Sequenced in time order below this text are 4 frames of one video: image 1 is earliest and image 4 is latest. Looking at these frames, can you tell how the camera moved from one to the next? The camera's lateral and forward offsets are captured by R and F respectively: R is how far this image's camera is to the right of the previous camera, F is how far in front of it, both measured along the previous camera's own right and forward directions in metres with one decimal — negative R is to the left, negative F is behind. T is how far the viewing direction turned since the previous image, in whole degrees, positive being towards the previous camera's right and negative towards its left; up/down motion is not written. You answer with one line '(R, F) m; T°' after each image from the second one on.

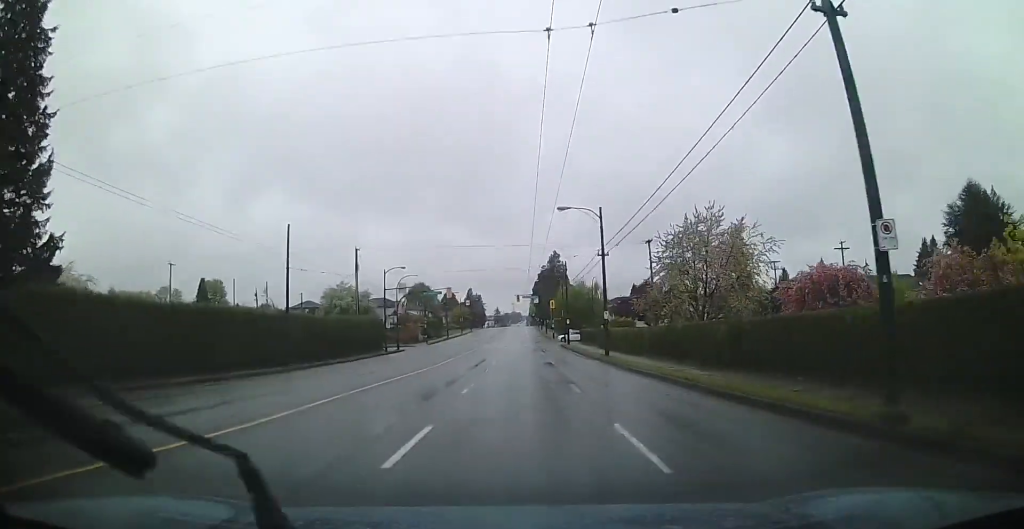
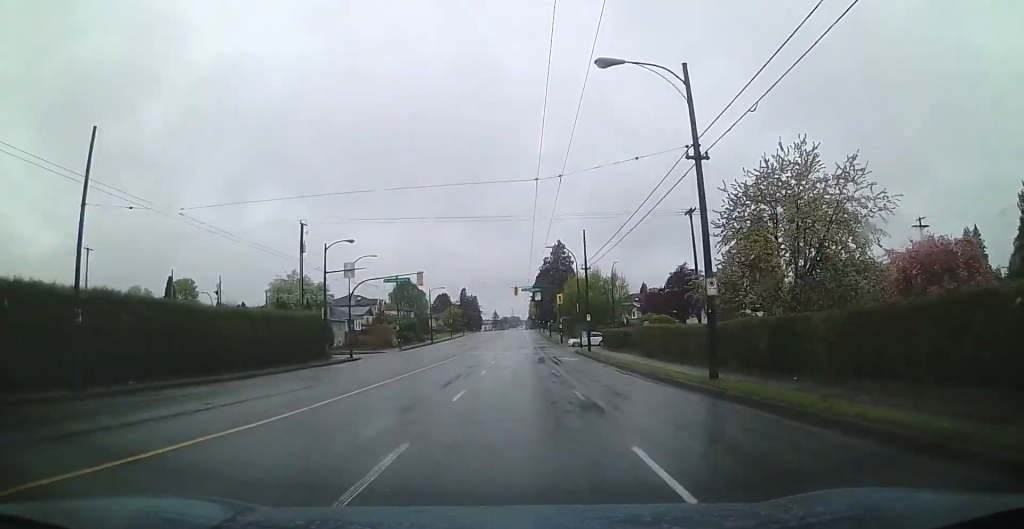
(-0.5, +19.6) m; 0°
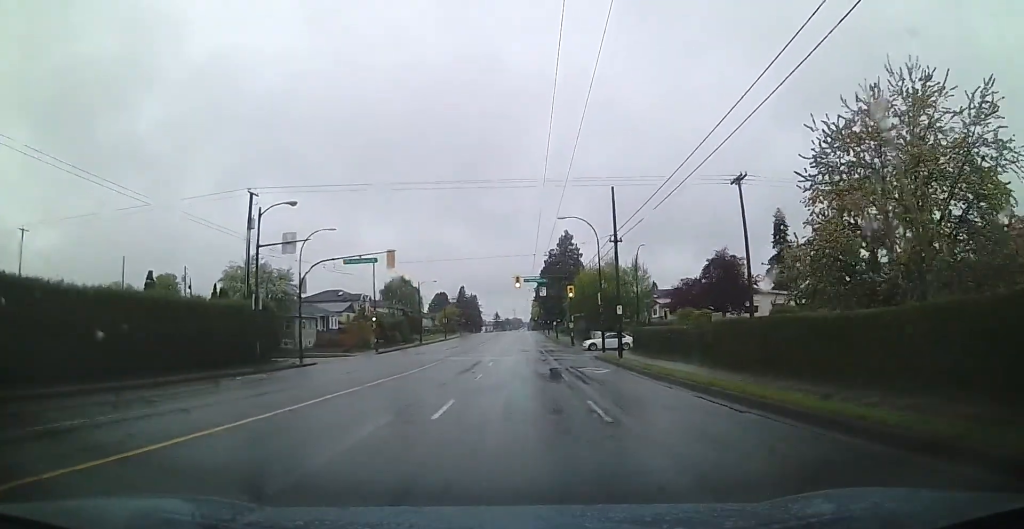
(+0.3, +12.6) m; 0°
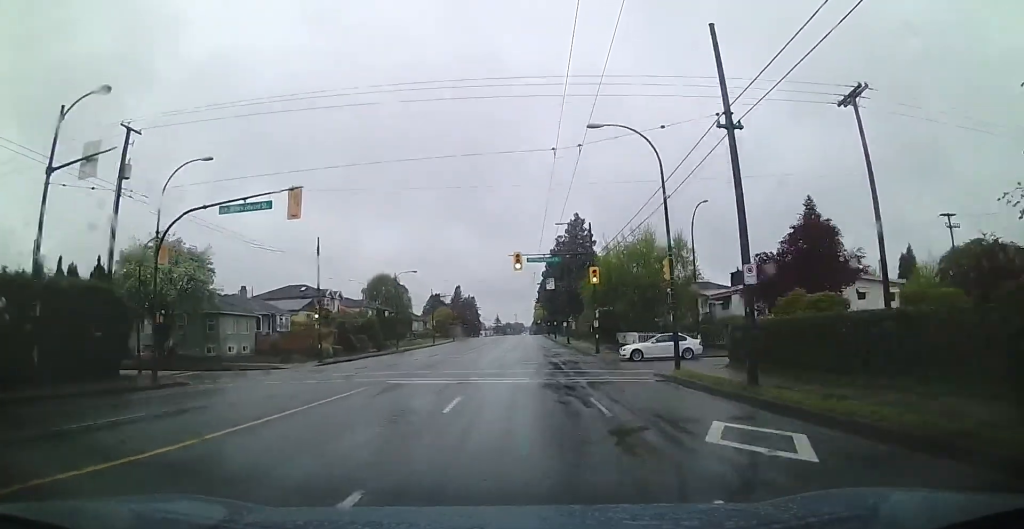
(0.0, +17.5) m; -1°
